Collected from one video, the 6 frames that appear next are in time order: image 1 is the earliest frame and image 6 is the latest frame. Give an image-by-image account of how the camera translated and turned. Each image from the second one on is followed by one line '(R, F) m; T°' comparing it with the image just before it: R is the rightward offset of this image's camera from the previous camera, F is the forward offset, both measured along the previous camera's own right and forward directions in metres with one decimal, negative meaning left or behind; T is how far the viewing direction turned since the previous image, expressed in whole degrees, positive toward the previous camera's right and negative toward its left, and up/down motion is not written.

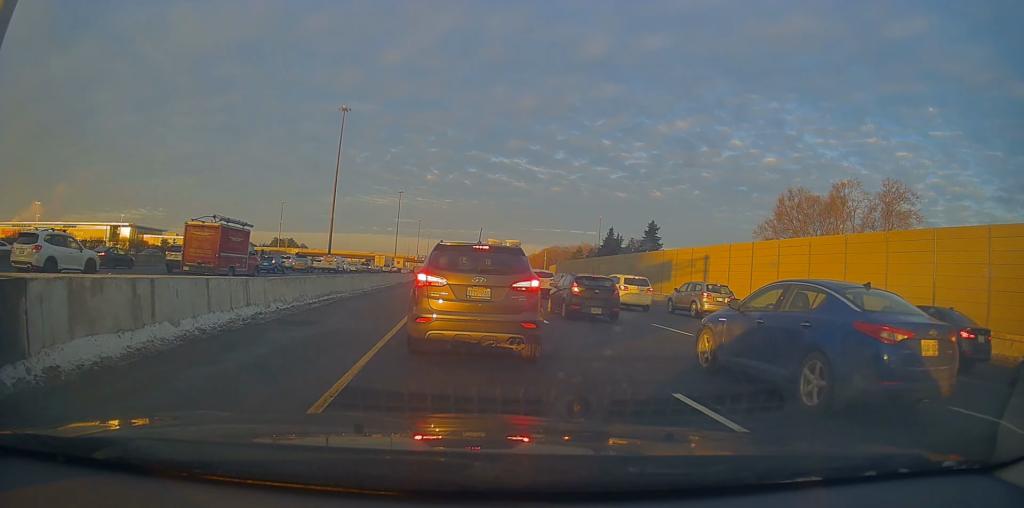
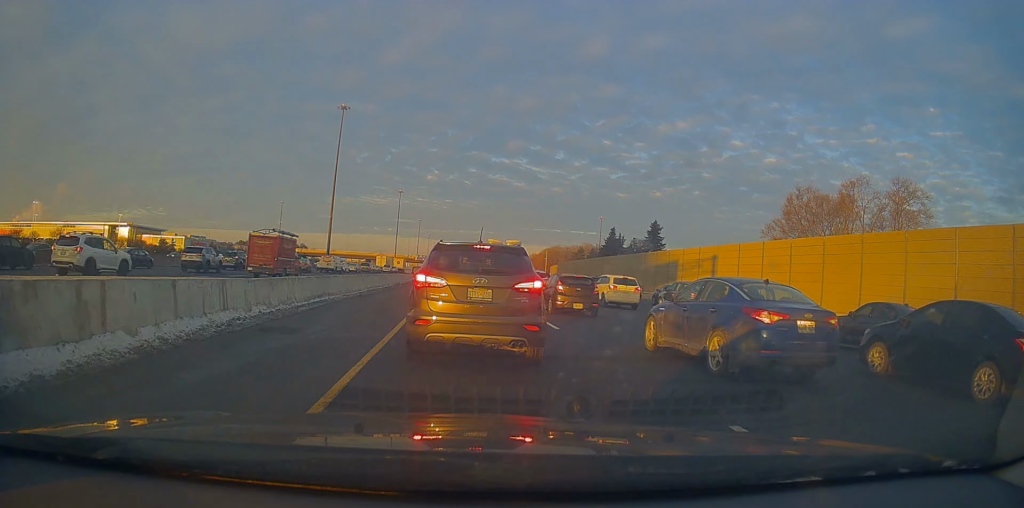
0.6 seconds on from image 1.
(0.0, +1.7) m; +1°
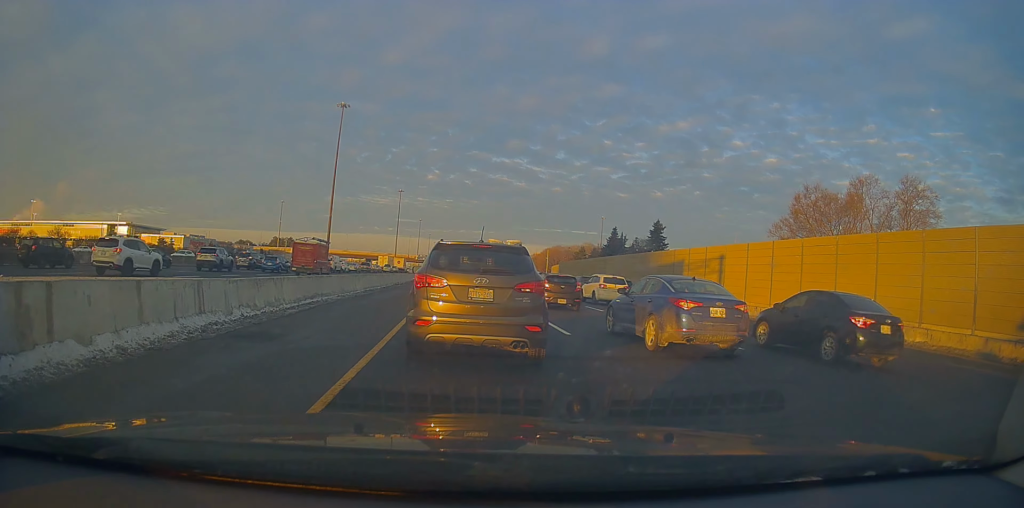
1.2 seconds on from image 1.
(-0.1, +1.6) m; +2°
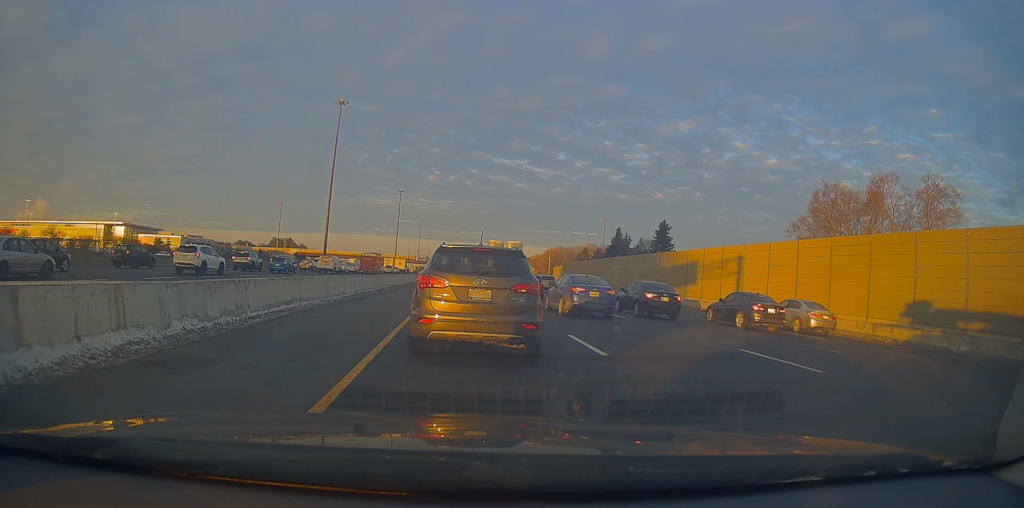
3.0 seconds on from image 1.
(0.0, +3.2) m; +3°
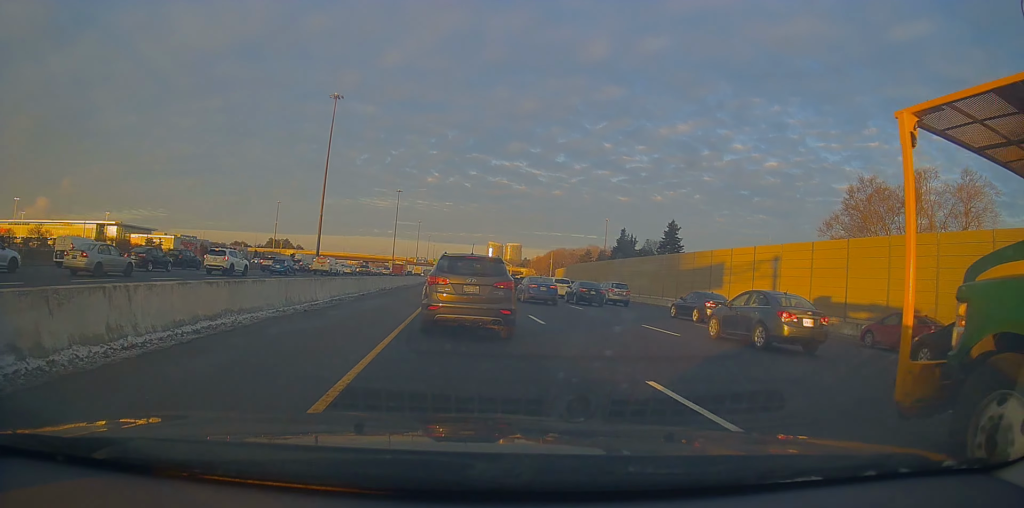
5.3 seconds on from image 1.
(+0.8, +4.5) m; +2°
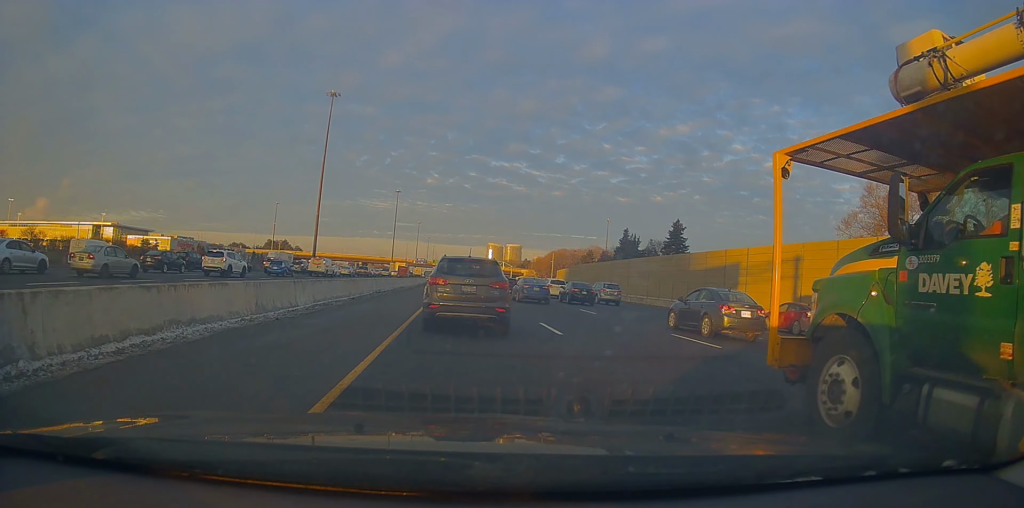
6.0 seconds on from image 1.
(-0.2, +2.2) m; -3°
